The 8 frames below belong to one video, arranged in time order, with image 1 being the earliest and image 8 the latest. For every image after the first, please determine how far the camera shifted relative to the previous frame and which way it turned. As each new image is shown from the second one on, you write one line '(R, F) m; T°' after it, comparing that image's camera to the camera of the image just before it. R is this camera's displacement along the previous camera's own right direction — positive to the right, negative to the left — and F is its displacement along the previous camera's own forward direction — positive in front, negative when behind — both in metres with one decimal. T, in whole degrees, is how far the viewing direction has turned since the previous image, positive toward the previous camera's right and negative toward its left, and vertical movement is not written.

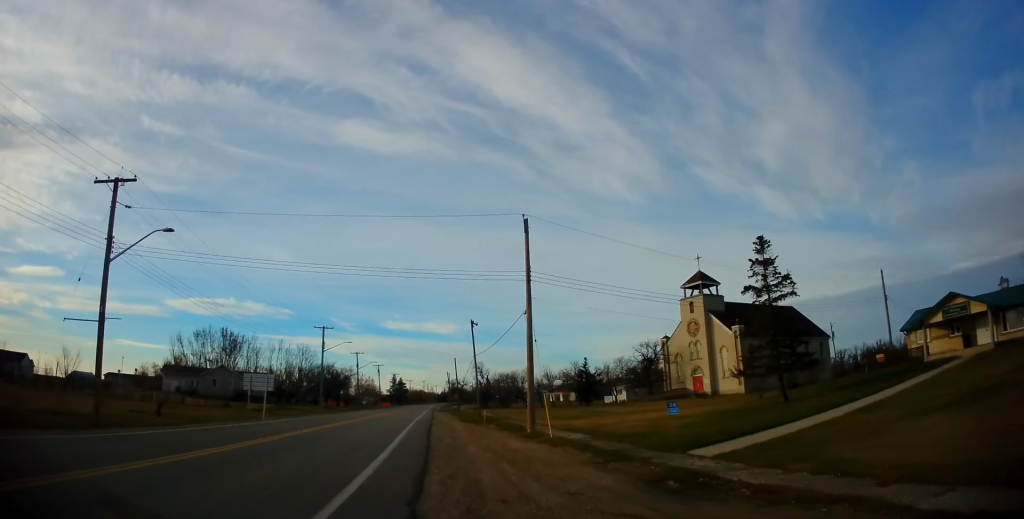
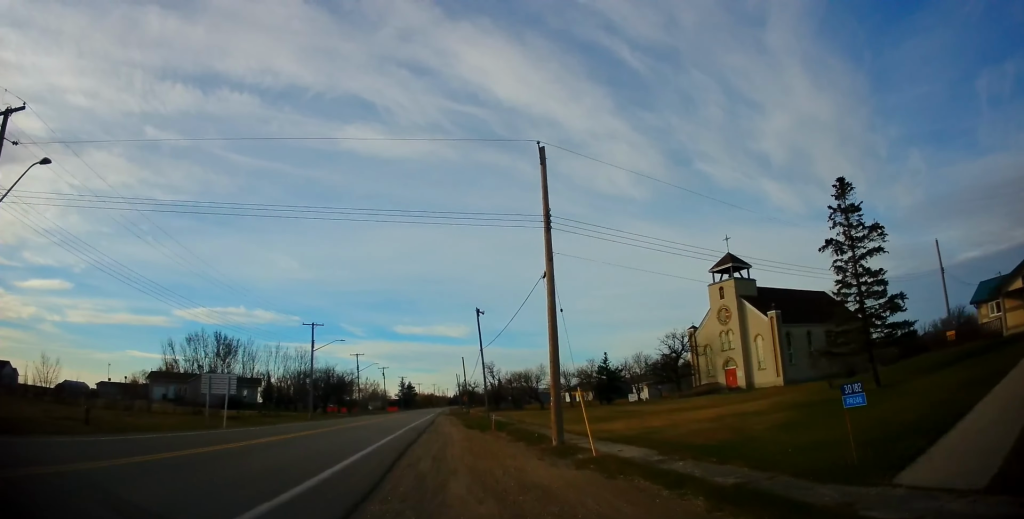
(-0.4, +7.9) m; -5°
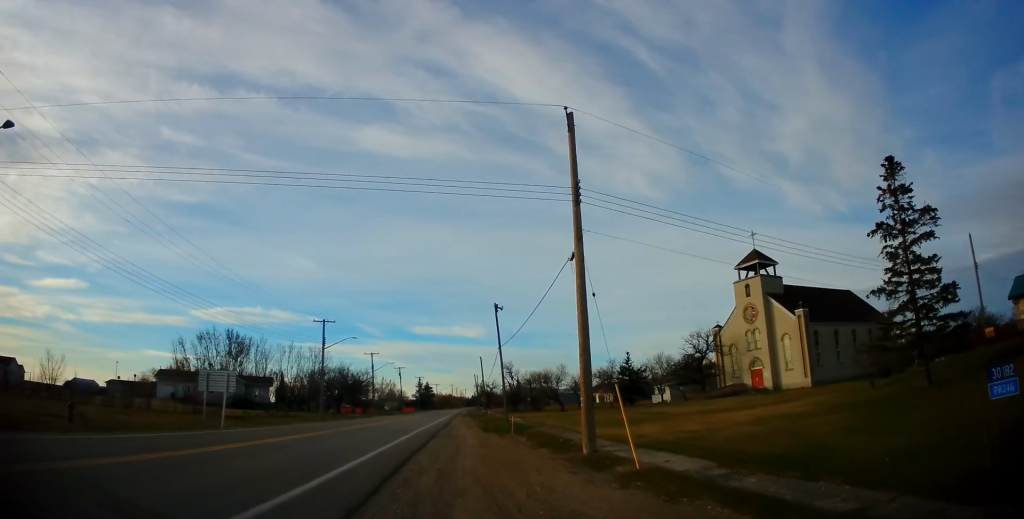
(0.0, +2.7) m; -1°
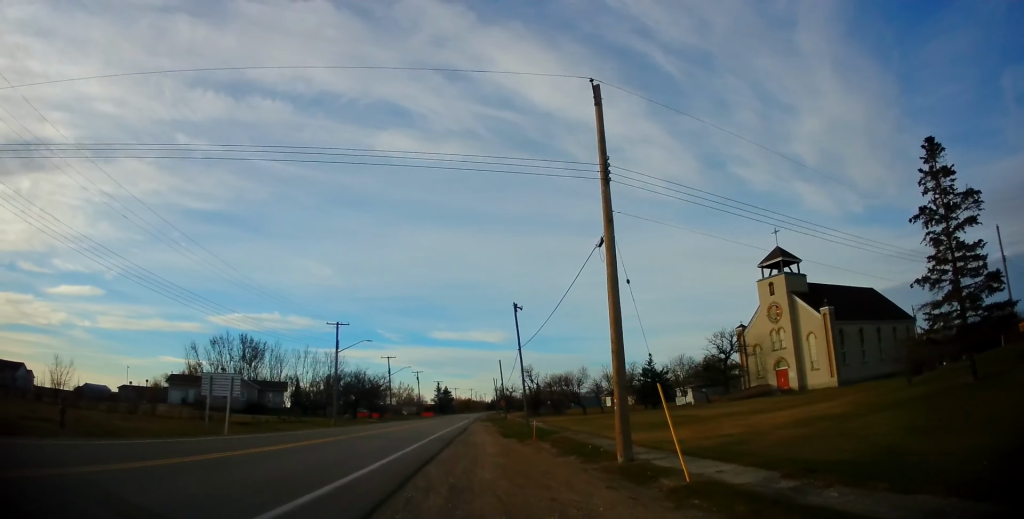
(0.0, +2.0) m; 0°
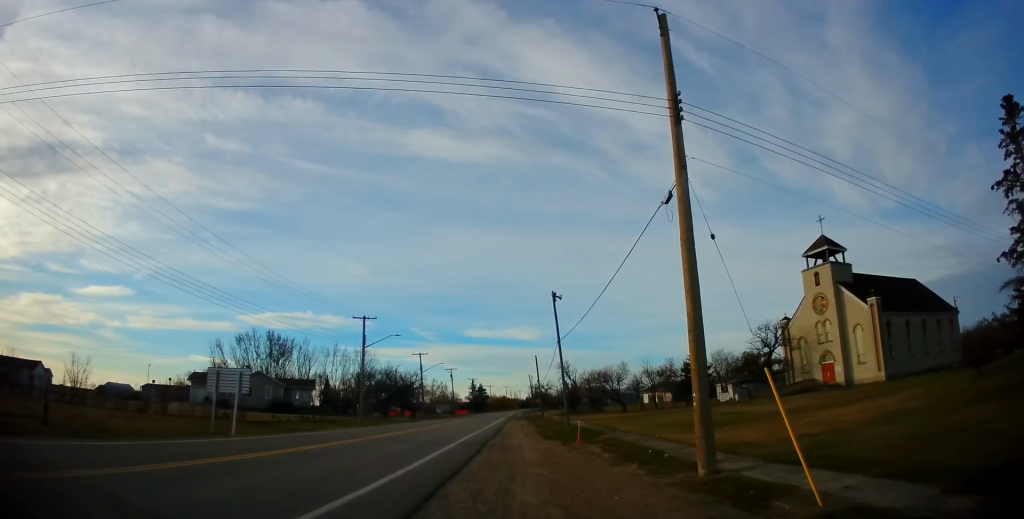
(0.0, +3.7) m; 0°
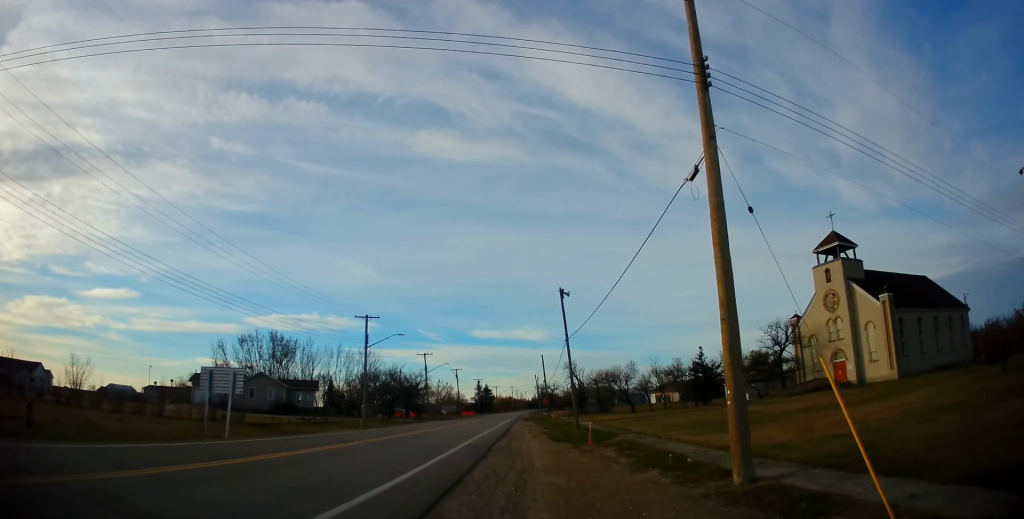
(0.0, +1.6) m; +1°
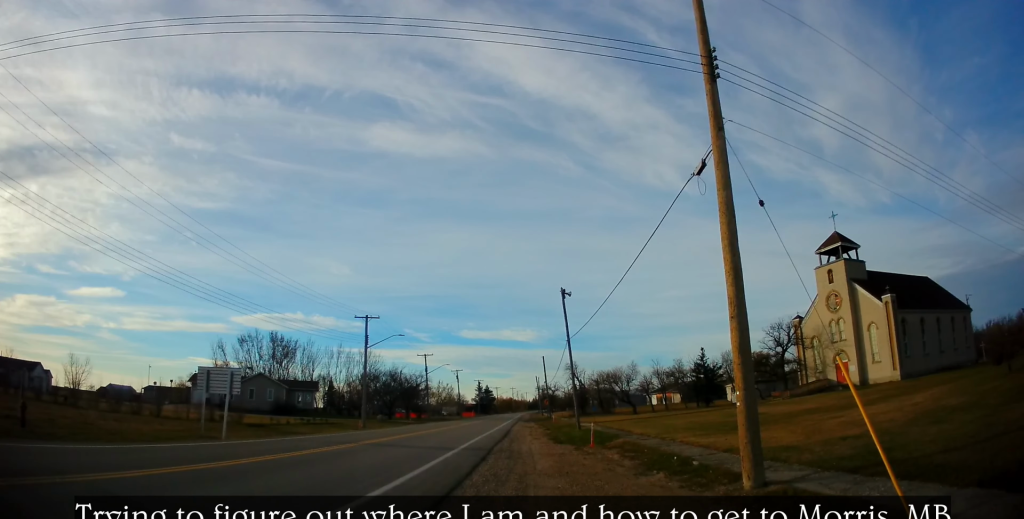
(+0.1, +0.1) m; 0°
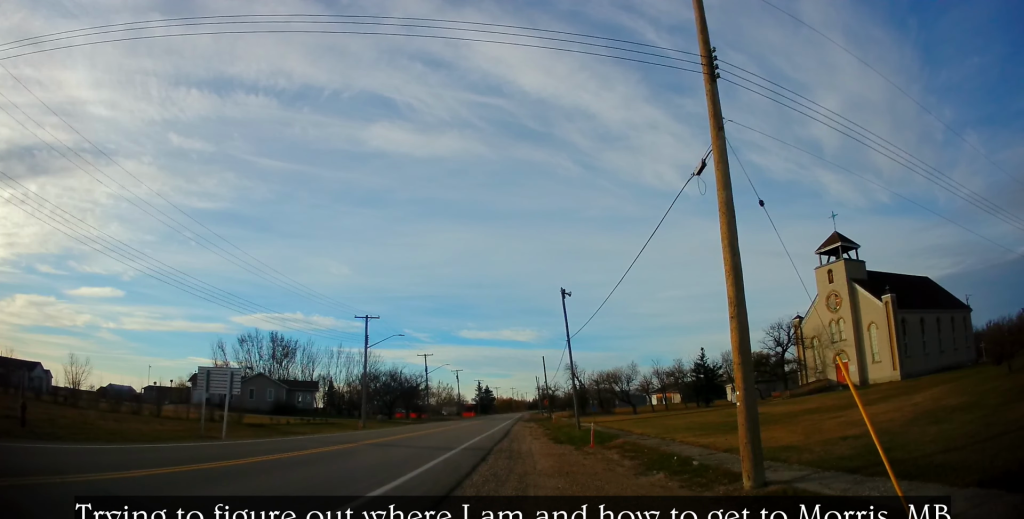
(0.0, 0.0) m; 0°
